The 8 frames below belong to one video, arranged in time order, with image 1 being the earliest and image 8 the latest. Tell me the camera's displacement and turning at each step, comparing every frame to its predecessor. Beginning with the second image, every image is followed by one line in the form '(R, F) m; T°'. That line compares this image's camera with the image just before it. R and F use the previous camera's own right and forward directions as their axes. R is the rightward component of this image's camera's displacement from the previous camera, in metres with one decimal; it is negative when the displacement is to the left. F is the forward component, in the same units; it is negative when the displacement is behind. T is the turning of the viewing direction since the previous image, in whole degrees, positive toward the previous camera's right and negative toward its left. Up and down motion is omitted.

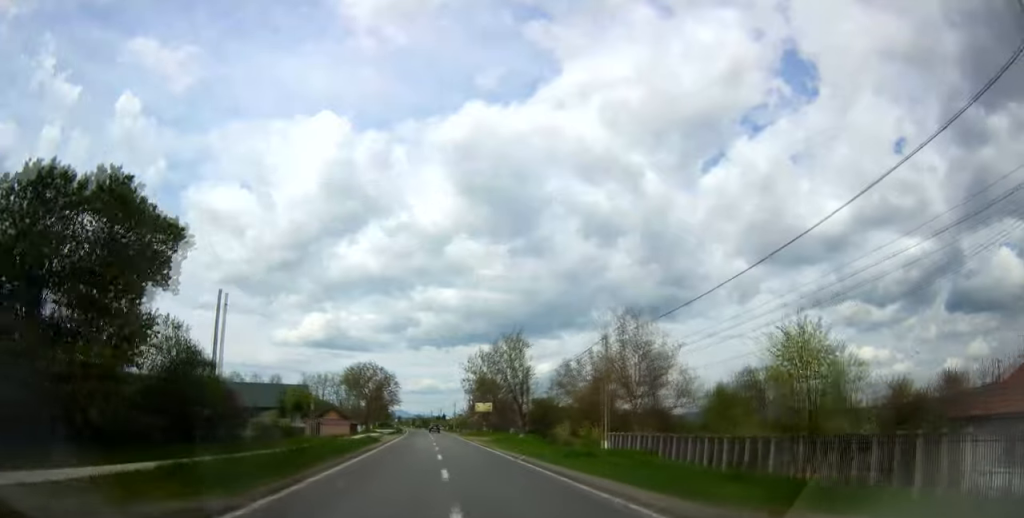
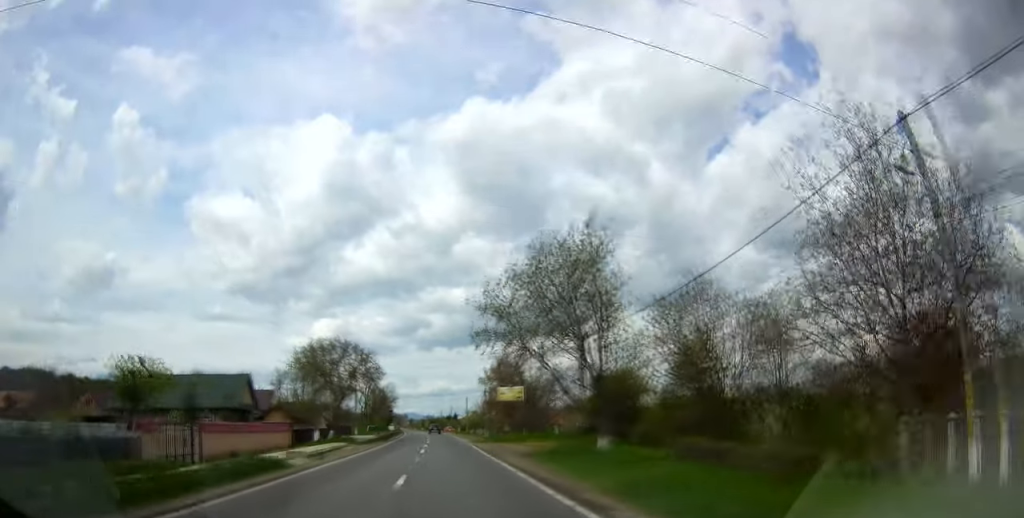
(-0.5, +28.4) m; -1°
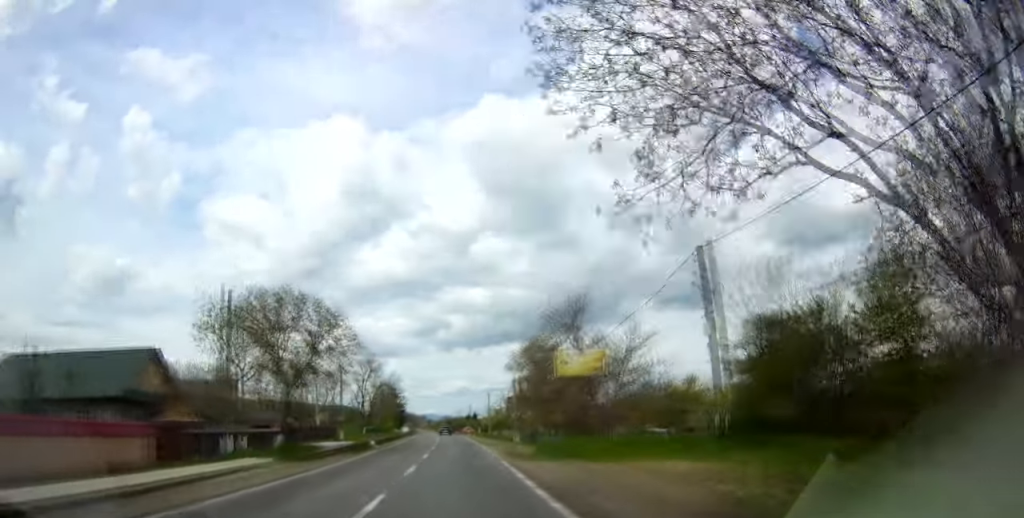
(+0.3, +21.9) m; -1°
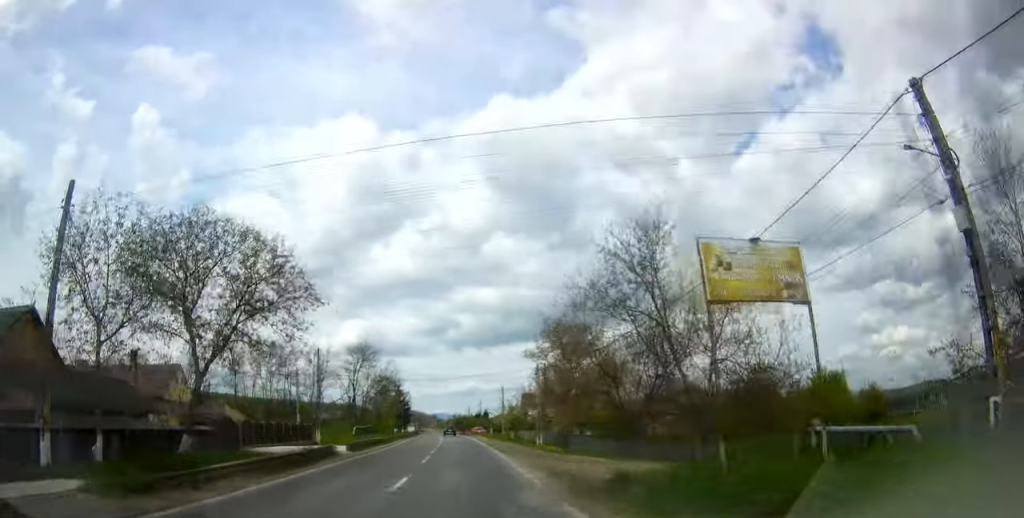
(-0.3, +13.9) m; -1°
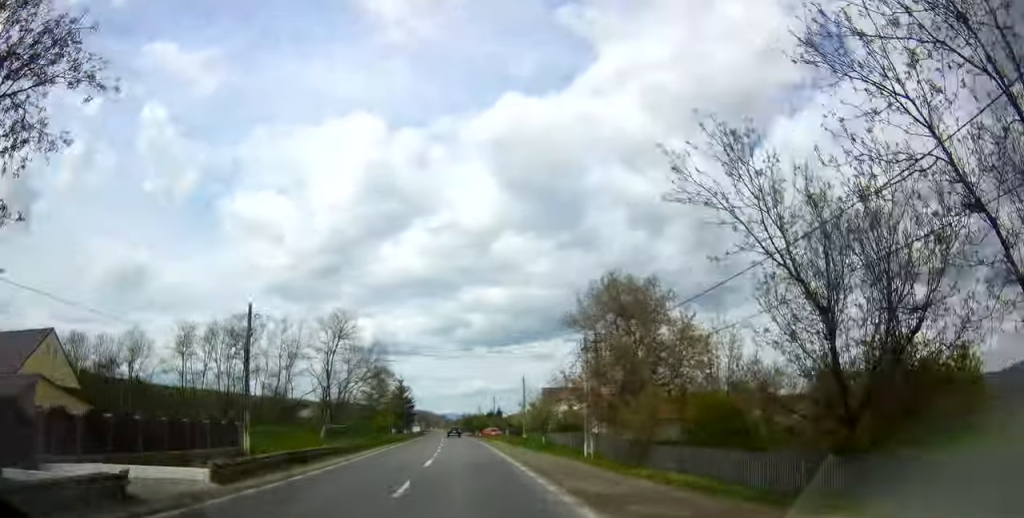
(-0.3, +19.0) m; -2°
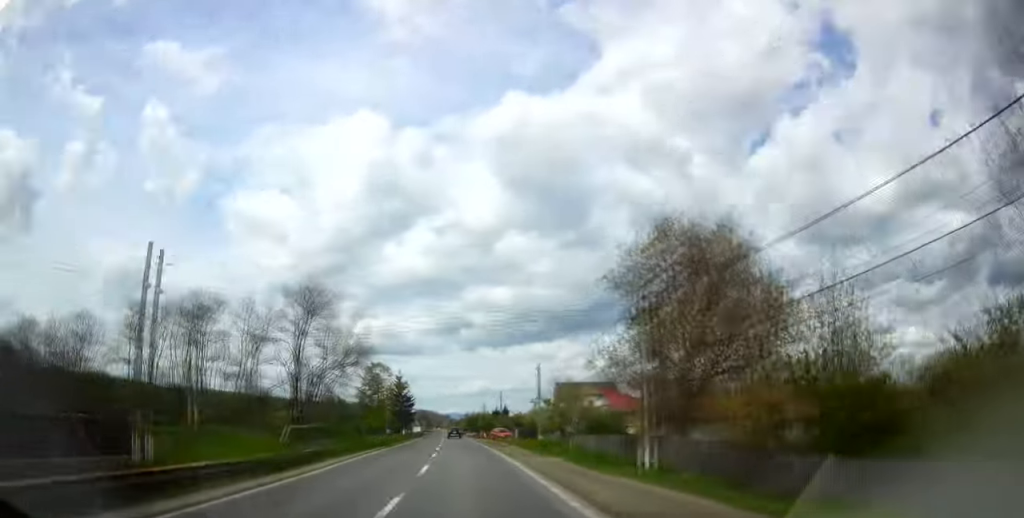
(+0.1, +11.6) m; -1°
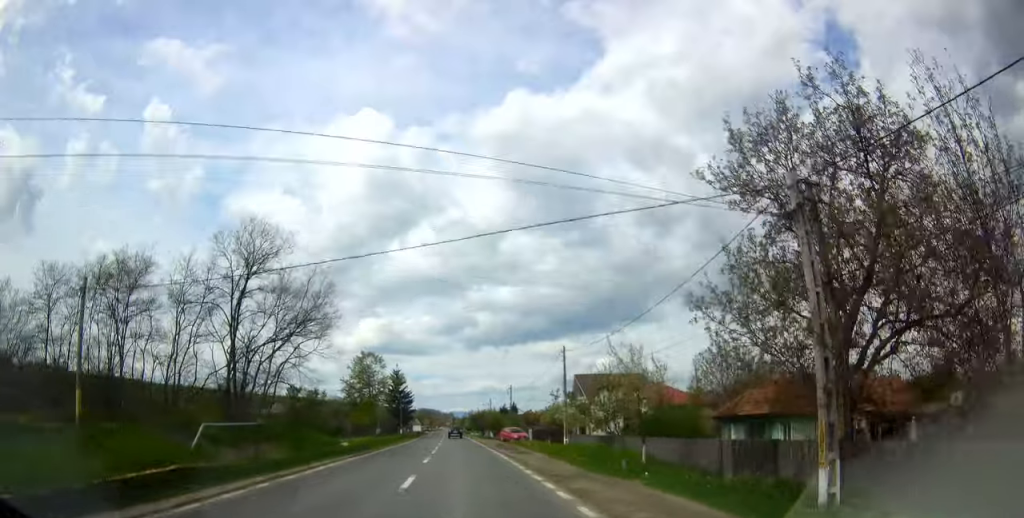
(-0.3, +13.8) m; -1°
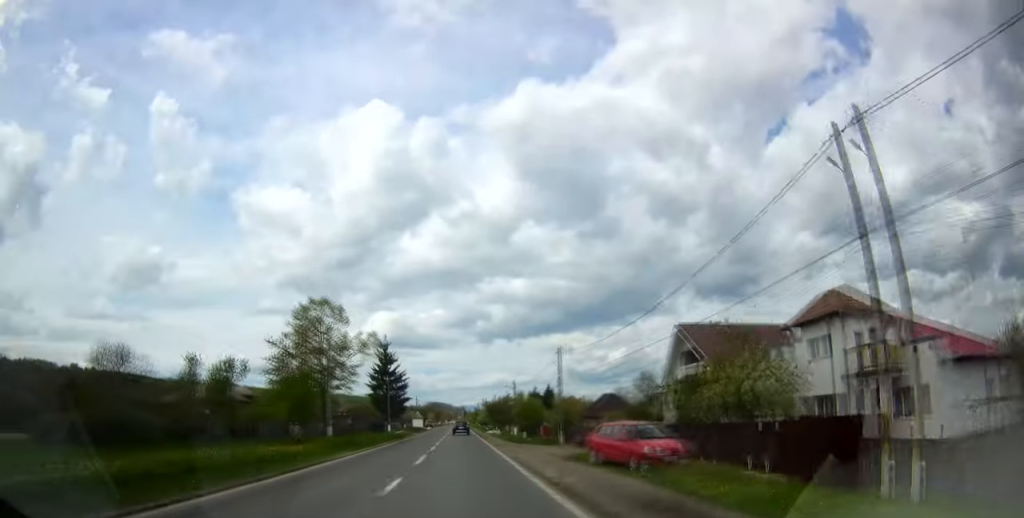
(-0.3, +37.0) m; -1°
